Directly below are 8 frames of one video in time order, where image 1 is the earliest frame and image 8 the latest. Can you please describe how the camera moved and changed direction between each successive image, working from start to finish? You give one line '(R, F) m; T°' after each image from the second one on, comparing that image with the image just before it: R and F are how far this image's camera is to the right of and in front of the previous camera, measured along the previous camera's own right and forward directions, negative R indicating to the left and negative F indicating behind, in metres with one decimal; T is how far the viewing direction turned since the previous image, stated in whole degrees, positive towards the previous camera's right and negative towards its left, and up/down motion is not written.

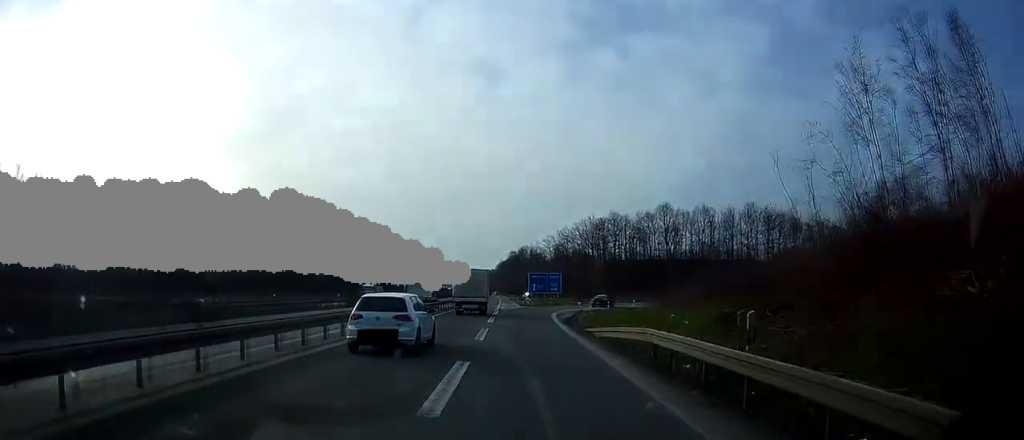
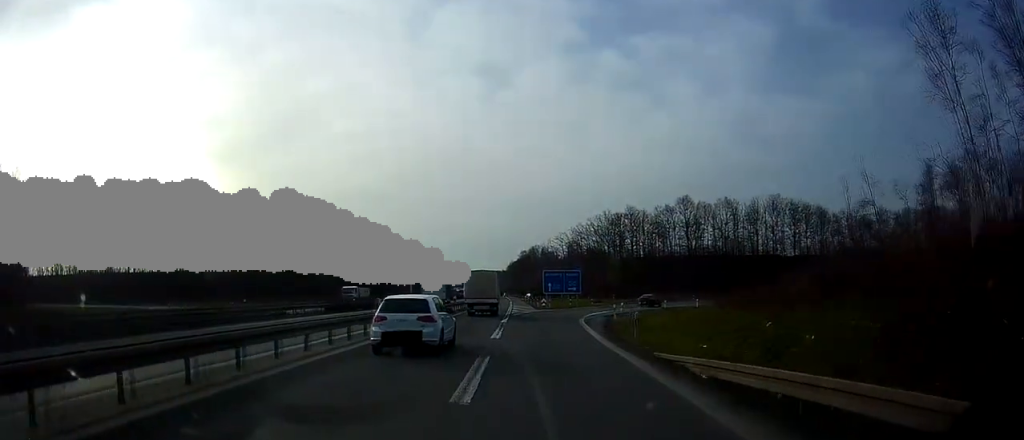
(+0.4, +9.9) m; -1°
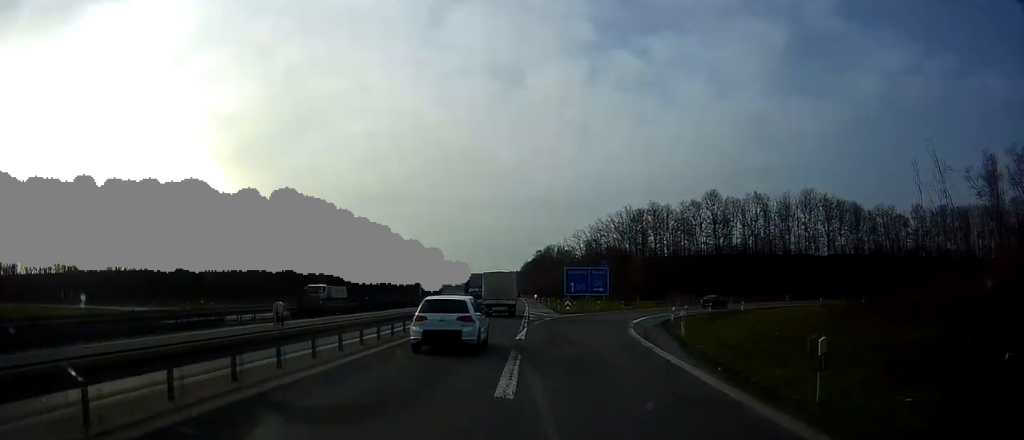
(0.0, +10.9) m; -1°
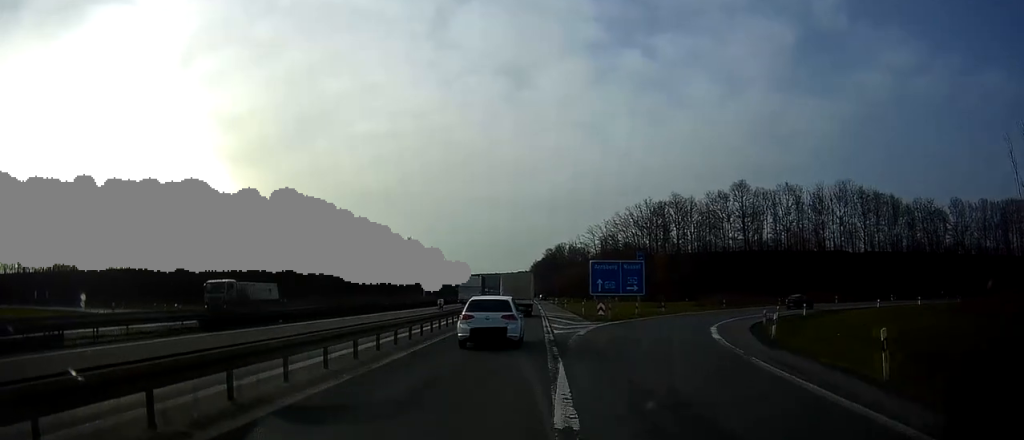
(-0.5, +13.8) m; -2°
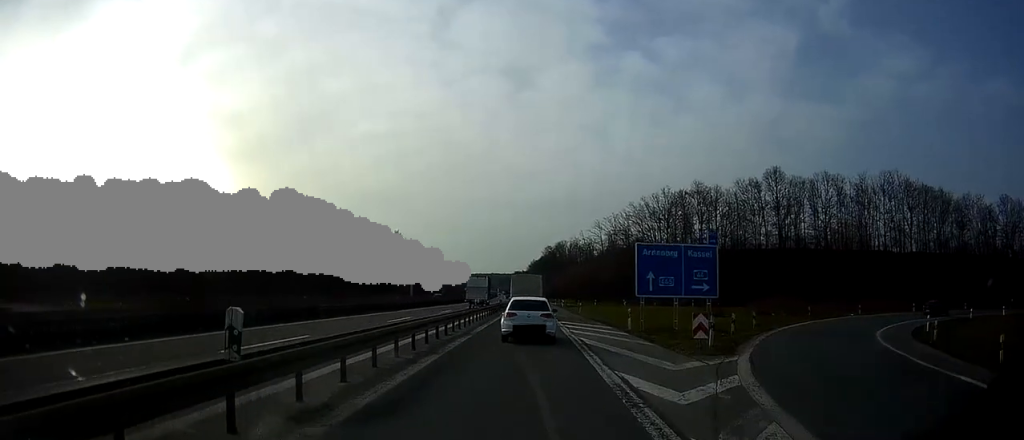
(-0.3, +21.1) m; -1°
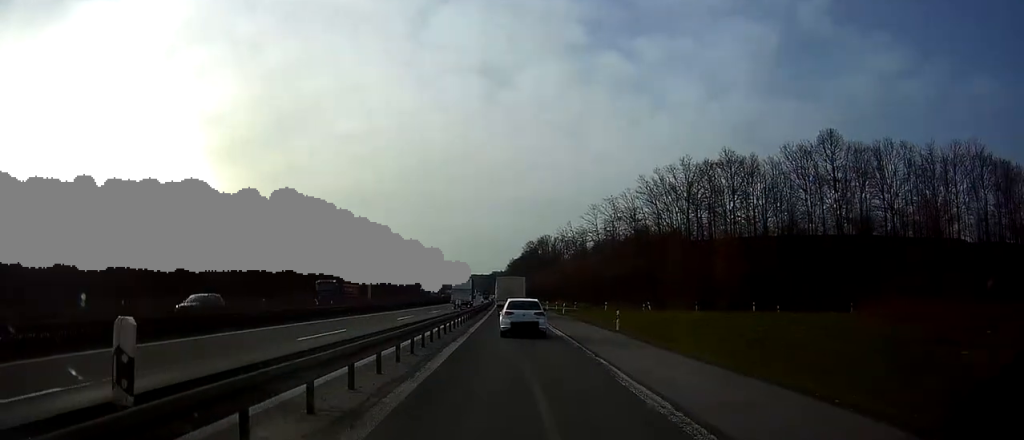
(0.0, +31.7) m; +1°
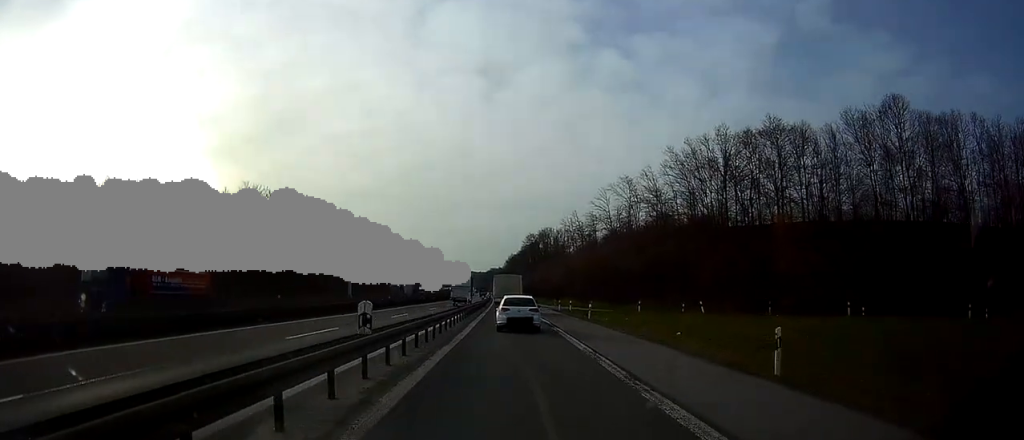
(+0.2, +19.6) m; +1°
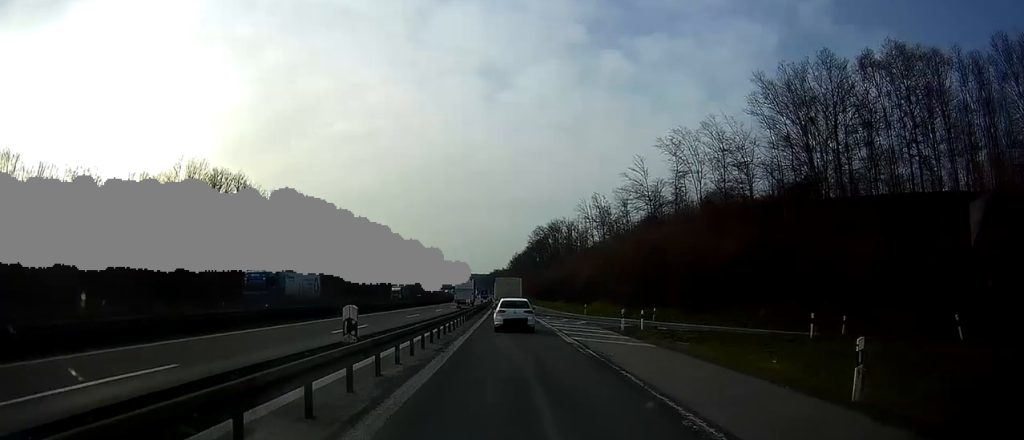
(-0.1, +32.5) m; 0°
